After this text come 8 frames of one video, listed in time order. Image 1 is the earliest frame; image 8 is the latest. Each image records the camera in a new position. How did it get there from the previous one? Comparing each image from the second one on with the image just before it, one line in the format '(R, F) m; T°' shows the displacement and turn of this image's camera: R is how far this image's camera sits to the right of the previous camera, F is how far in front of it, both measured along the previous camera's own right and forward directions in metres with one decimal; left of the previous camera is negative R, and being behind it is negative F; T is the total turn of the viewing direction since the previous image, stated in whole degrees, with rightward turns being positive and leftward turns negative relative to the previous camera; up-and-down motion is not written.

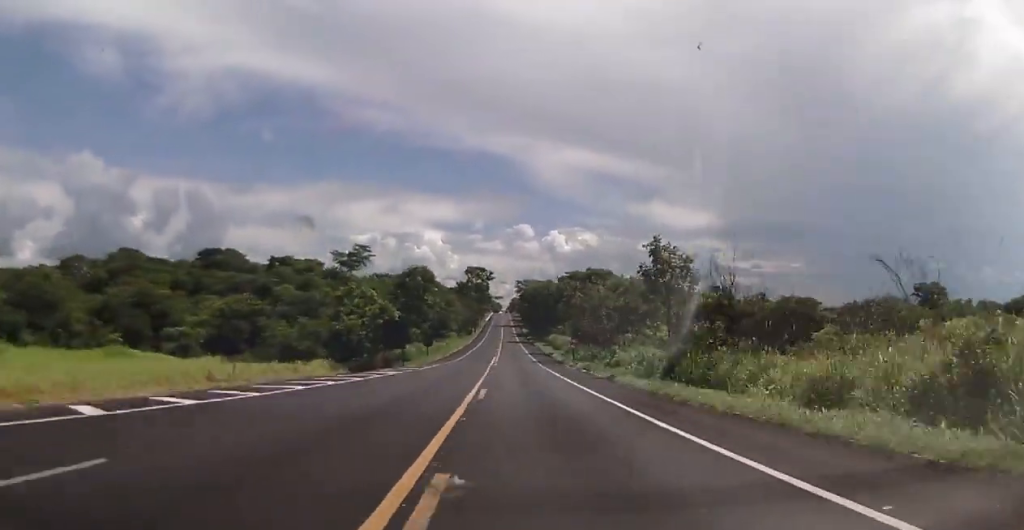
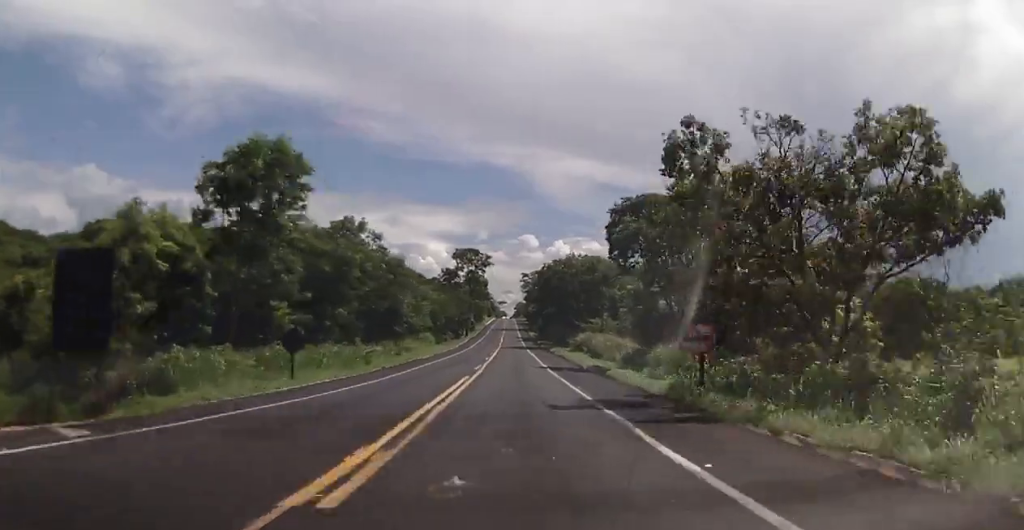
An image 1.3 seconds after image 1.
(+0.1, +45.3) m; 0°
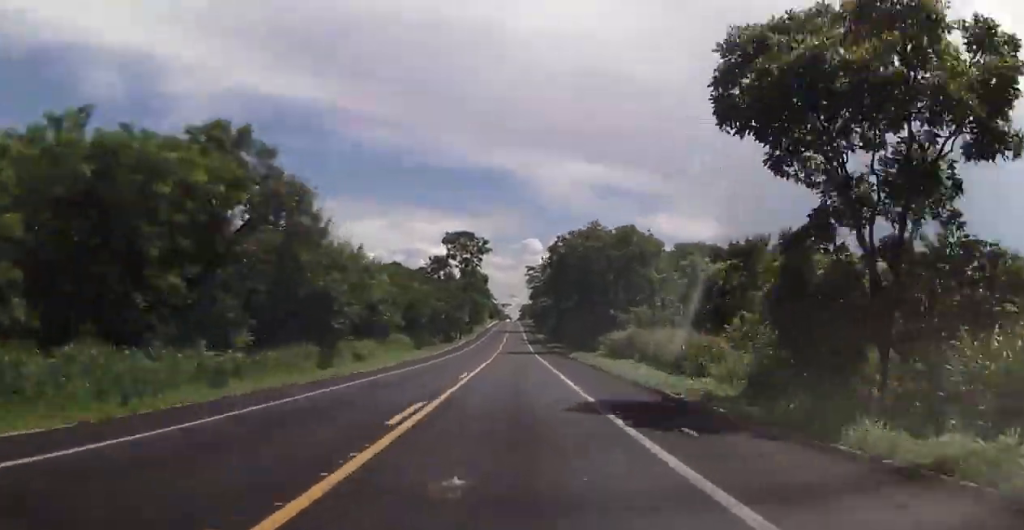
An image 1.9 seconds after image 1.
(0.0, +23.9) m; 0°
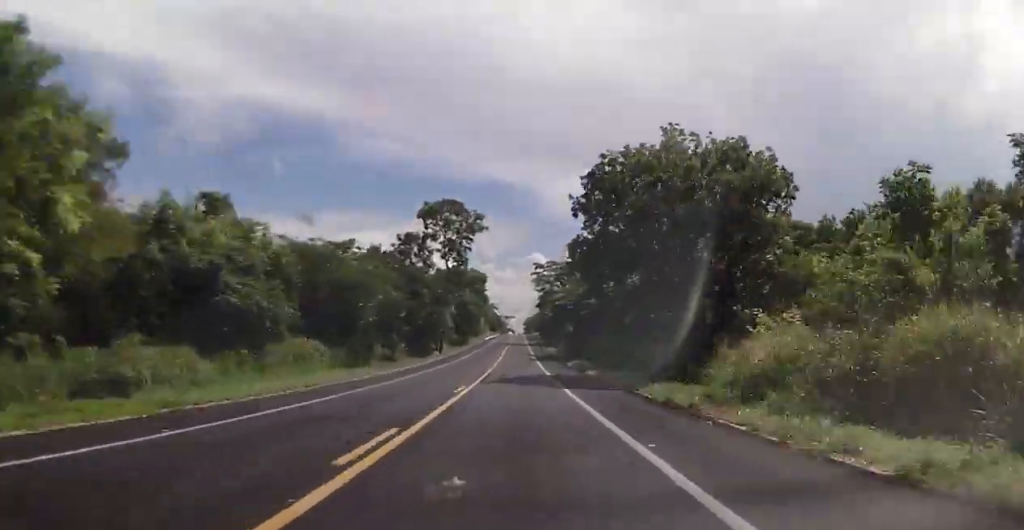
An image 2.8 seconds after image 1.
(+0.4, +31.2) m; 0°
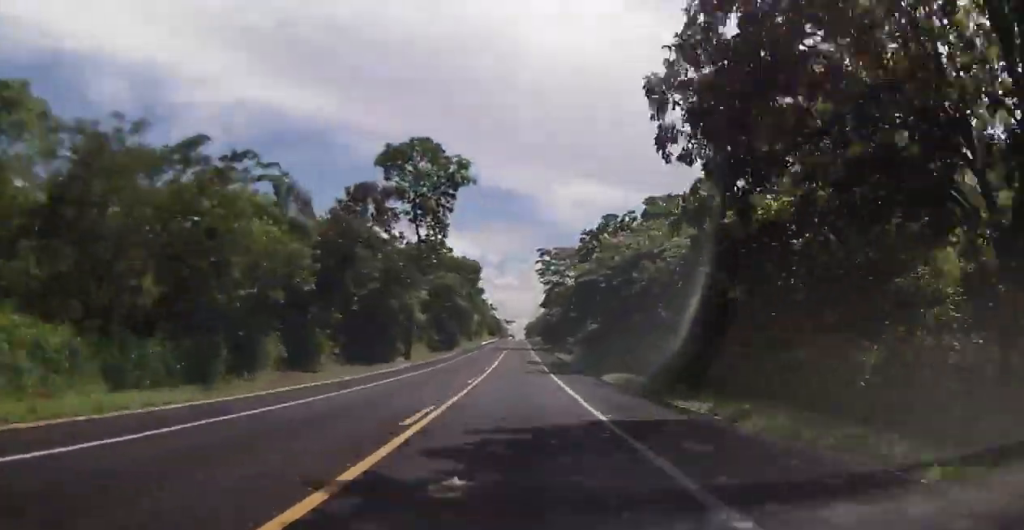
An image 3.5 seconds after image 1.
(-0.2, +24.0) m; -1°
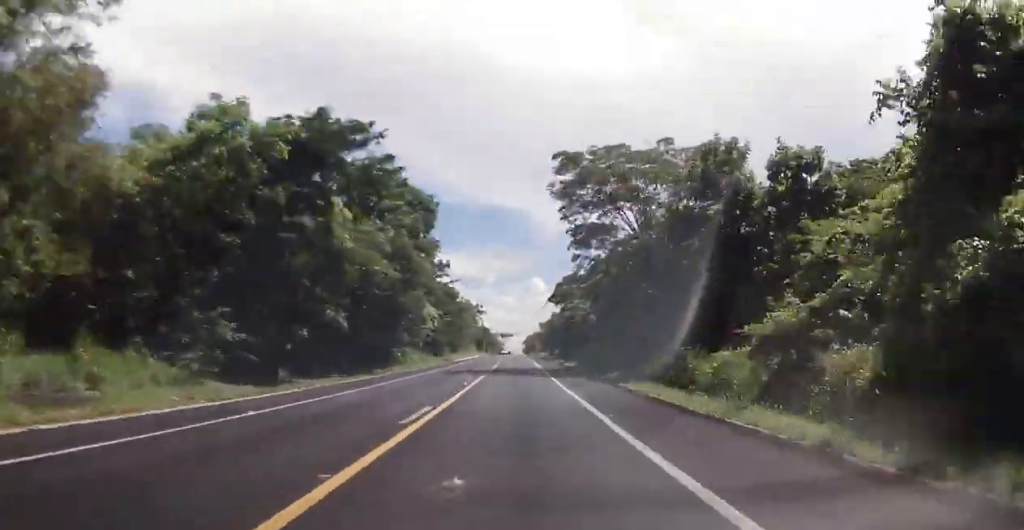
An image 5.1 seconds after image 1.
(-0.3, +57.3) m; 0°
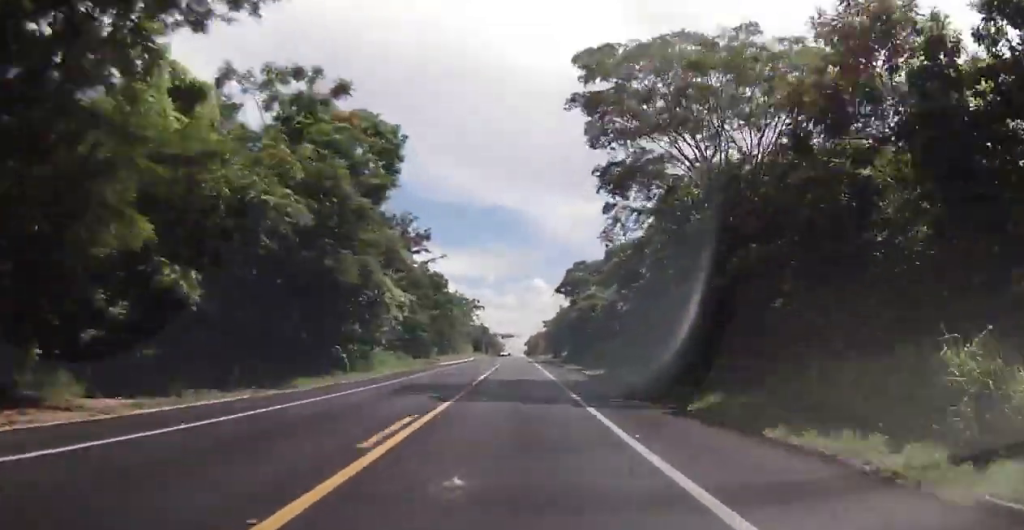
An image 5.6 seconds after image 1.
(0.0, +17.7) m; 0°
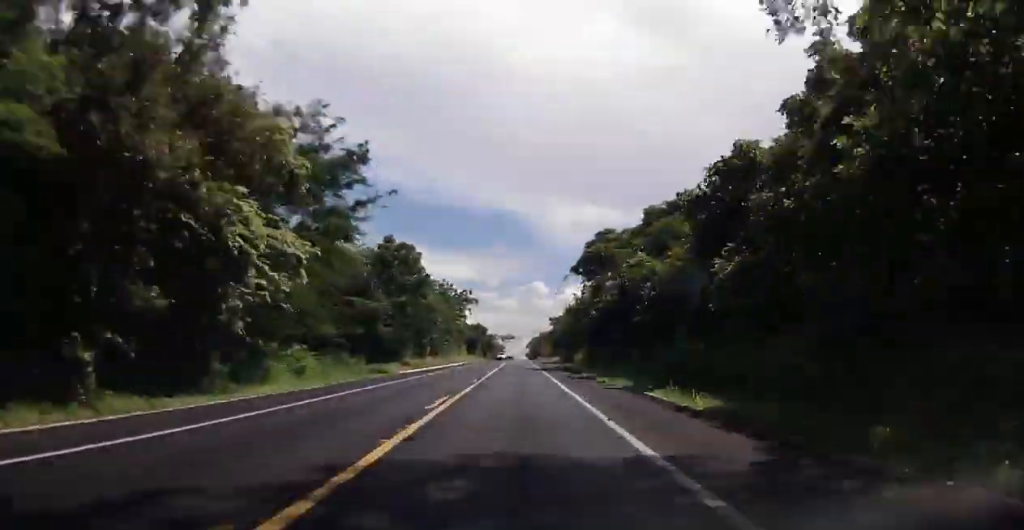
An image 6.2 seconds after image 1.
(+0.2, +22.0) m; 0°
